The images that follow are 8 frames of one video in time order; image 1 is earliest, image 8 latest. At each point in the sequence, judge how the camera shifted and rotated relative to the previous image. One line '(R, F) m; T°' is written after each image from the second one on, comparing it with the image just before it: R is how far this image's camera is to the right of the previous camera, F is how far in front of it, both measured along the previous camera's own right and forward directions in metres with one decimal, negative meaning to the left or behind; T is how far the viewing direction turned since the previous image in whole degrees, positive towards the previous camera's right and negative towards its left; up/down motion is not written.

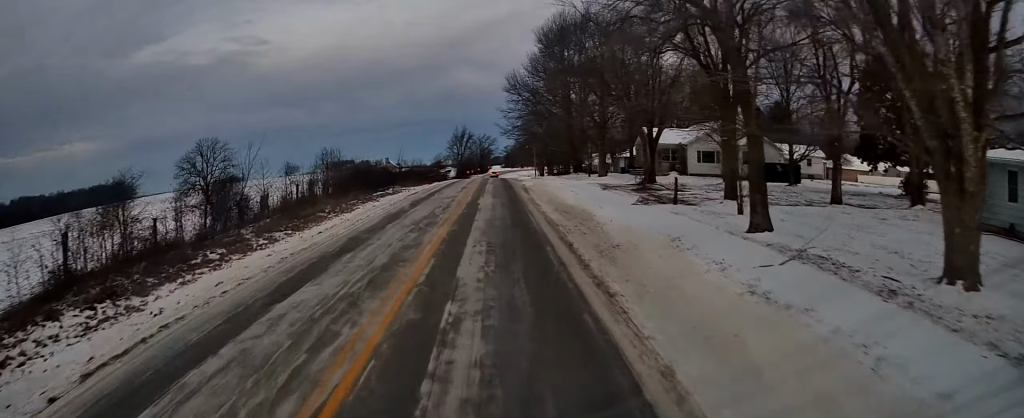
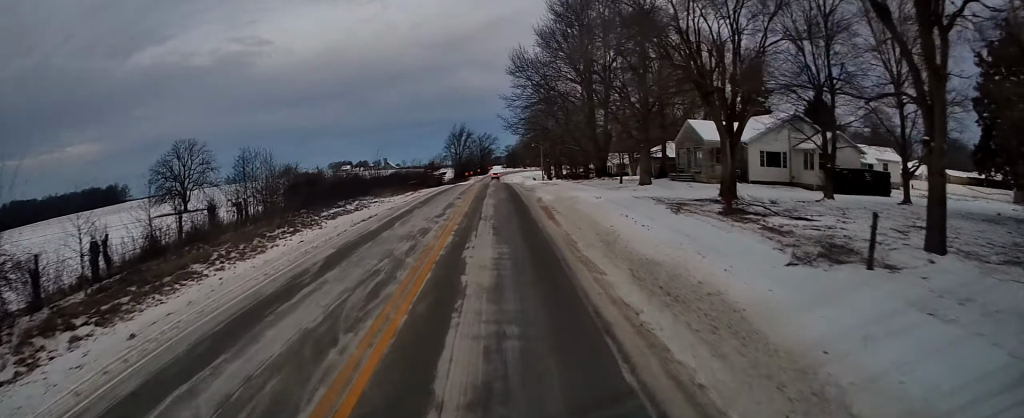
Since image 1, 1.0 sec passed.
(0.0, +14.1) m; -1°
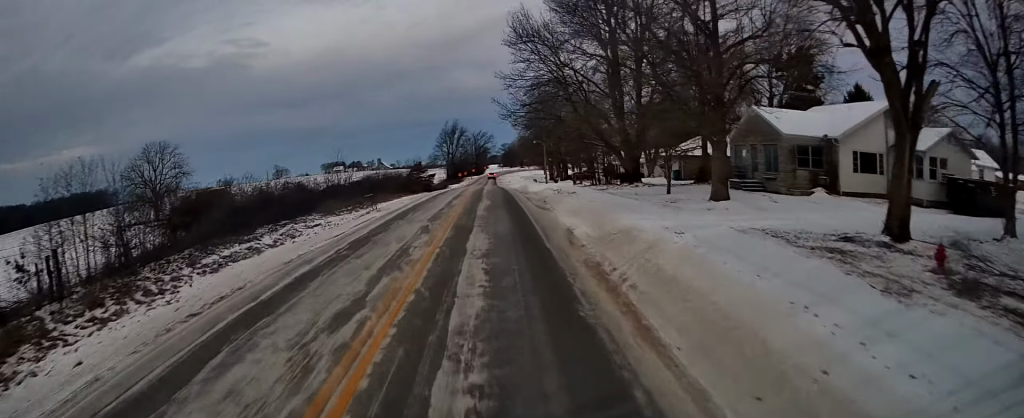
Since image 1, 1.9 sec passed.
(-0.1, +13.3) m; -1°
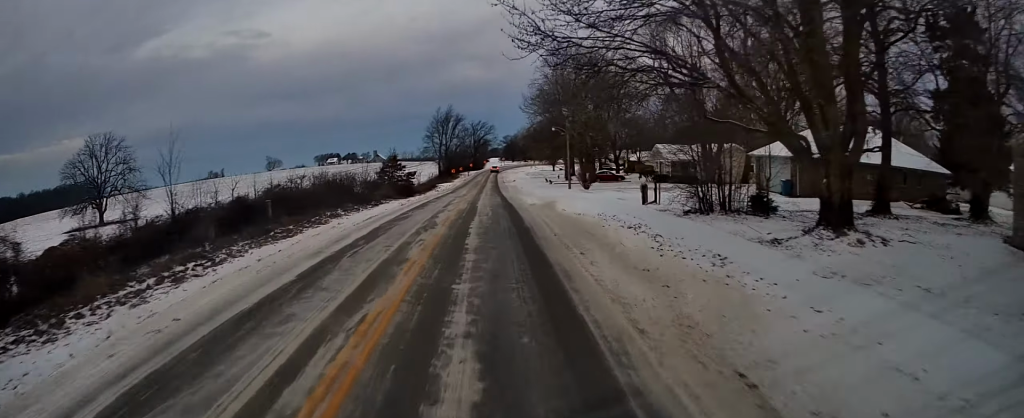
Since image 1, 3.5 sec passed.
(0.0, +24.4) m; +1°
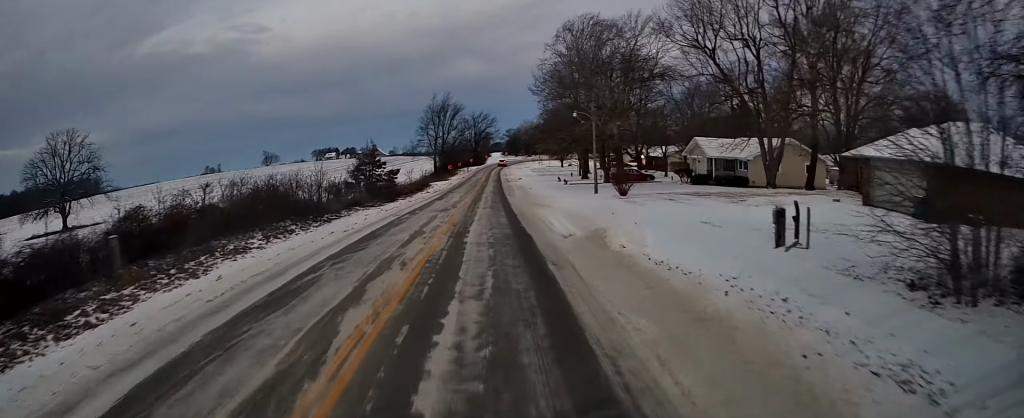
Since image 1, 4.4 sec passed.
(+0.3, +13.8) m; 0°
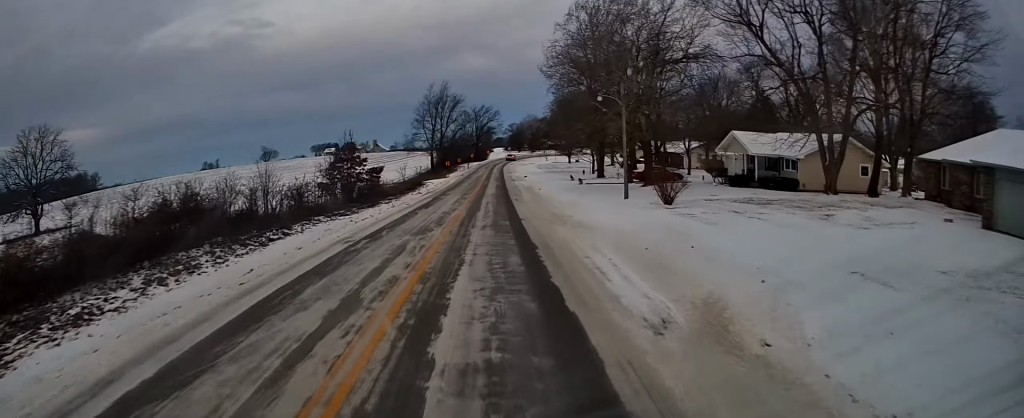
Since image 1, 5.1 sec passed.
(-0.1, +9.3) m; -1°
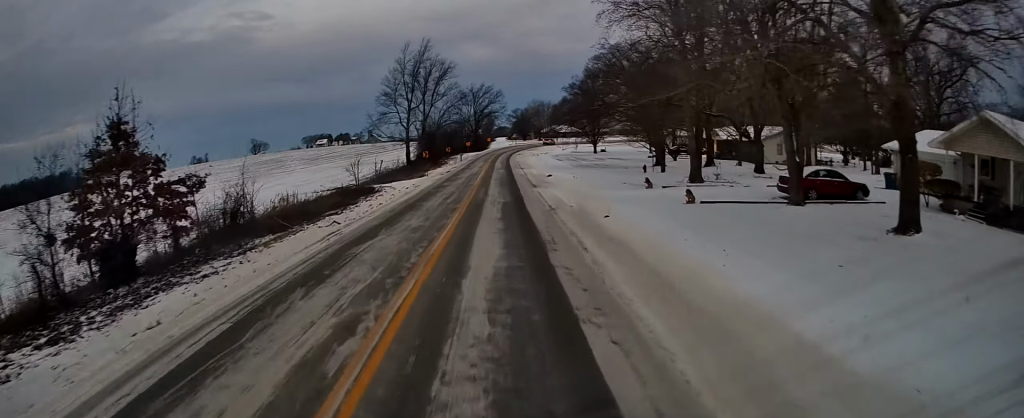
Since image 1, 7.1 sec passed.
(-0.3, +30.1) m; -1°
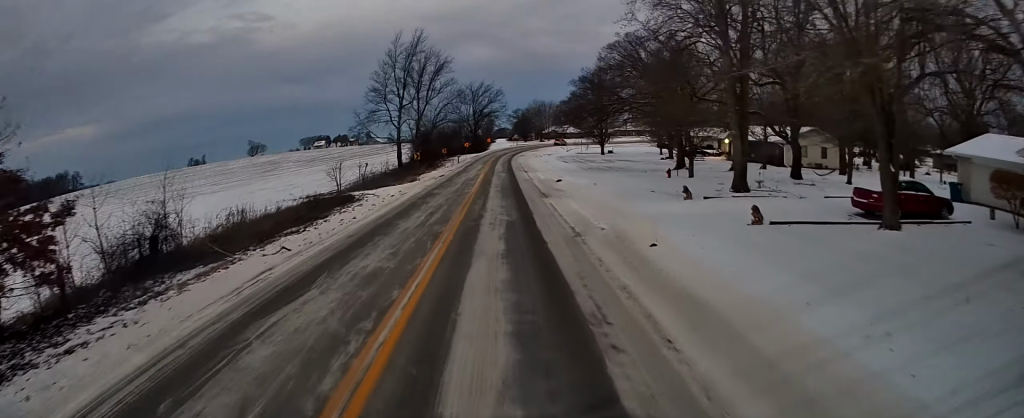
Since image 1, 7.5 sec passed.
(0.0, +6.4) m; 0°
